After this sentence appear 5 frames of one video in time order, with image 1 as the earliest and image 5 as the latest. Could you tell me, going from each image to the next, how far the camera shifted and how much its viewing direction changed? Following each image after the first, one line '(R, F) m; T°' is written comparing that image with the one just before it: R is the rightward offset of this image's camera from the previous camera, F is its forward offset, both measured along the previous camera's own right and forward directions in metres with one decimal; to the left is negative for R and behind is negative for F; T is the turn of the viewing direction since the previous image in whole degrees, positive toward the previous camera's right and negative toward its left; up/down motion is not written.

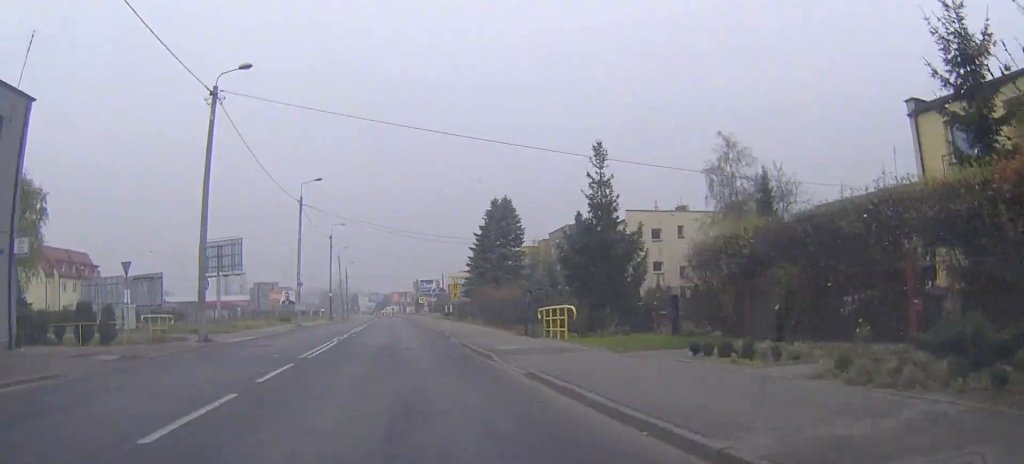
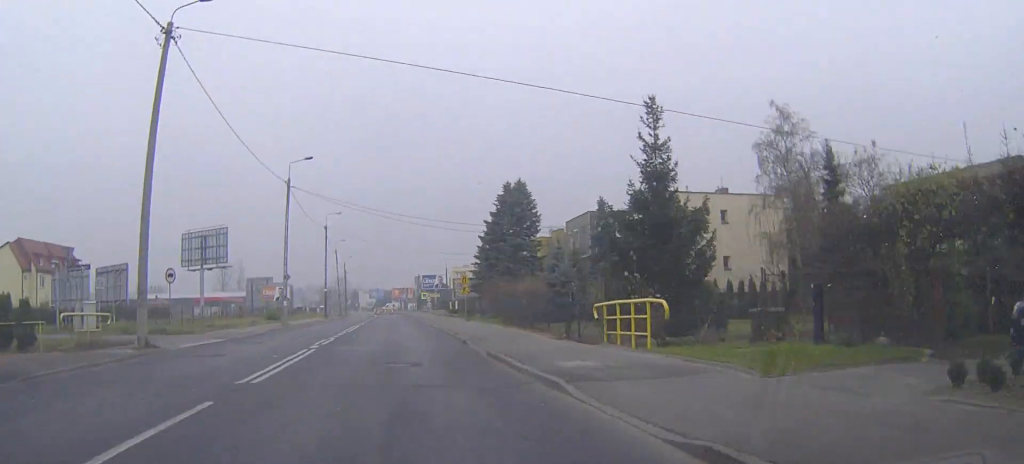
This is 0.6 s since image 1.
(0.0, +7.2) m; 0°
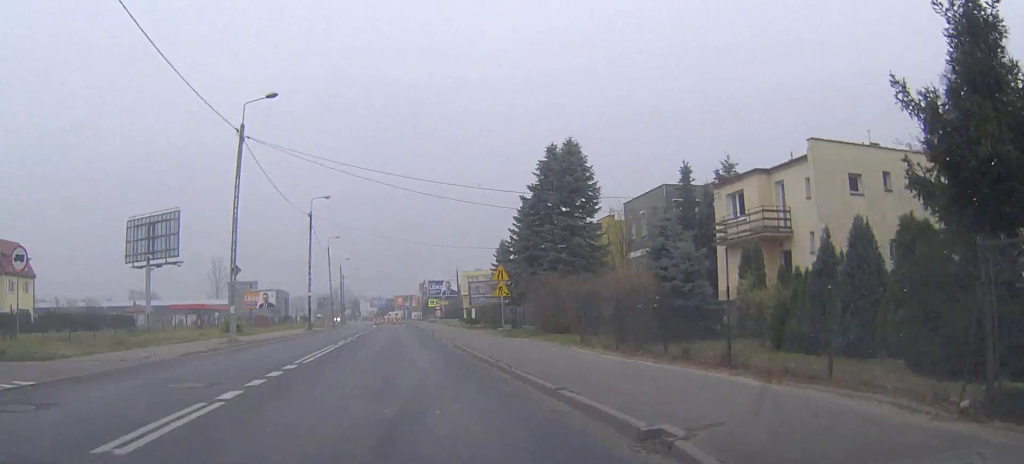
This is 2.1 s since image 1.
(-0.1, +16.8) m; 0°
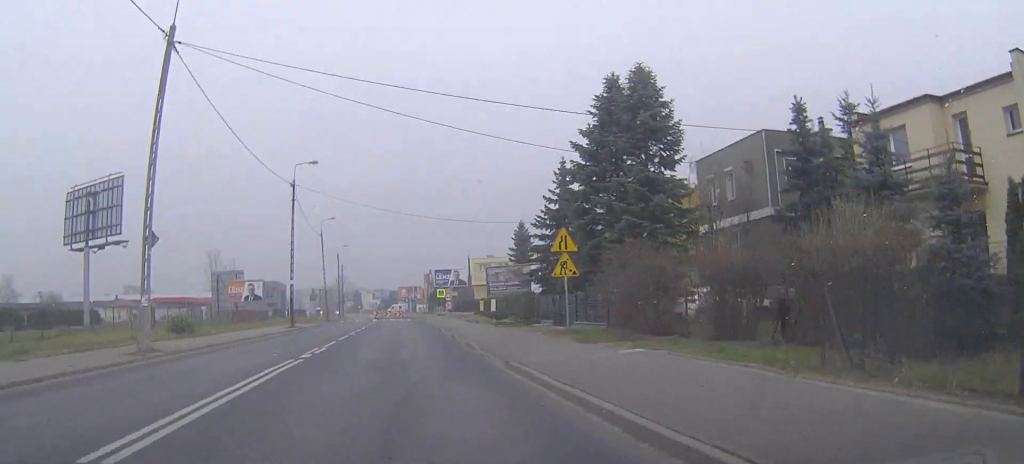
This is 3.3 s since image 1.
(+0.1, +13.0) m; 0°
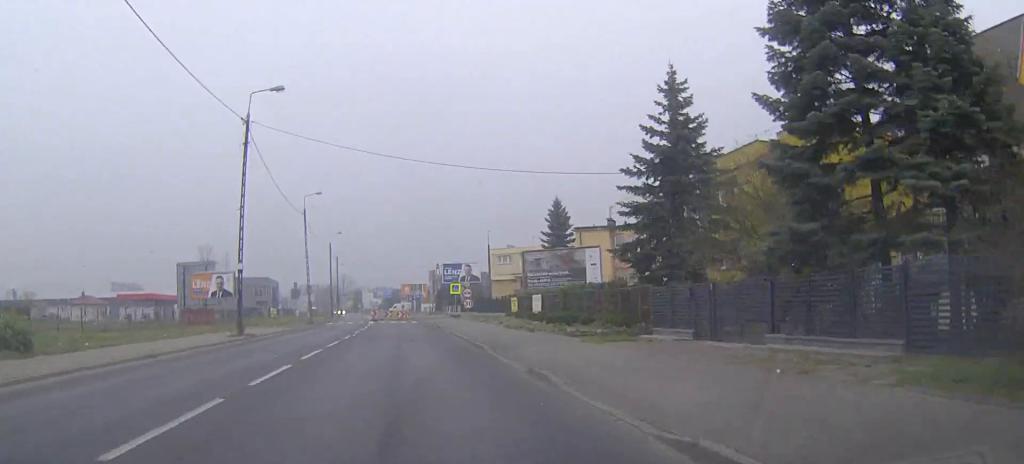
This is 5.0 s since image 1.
(-0.1, +18.1) m; -1°
